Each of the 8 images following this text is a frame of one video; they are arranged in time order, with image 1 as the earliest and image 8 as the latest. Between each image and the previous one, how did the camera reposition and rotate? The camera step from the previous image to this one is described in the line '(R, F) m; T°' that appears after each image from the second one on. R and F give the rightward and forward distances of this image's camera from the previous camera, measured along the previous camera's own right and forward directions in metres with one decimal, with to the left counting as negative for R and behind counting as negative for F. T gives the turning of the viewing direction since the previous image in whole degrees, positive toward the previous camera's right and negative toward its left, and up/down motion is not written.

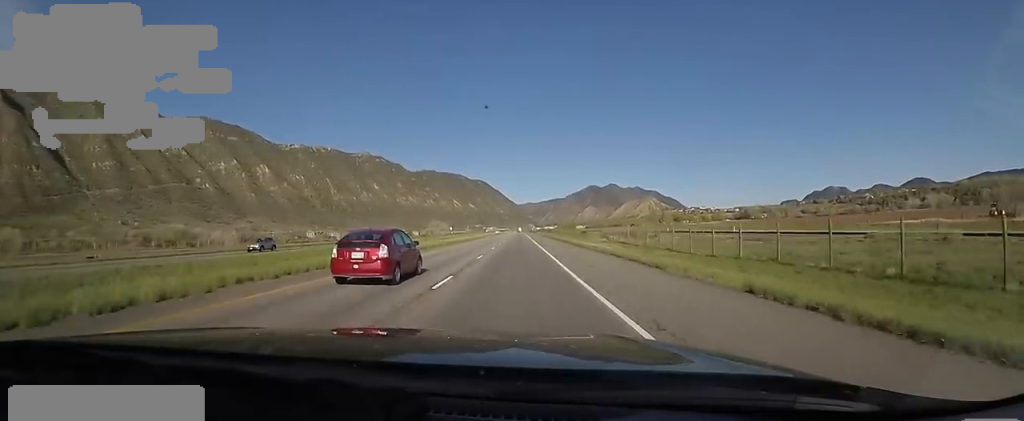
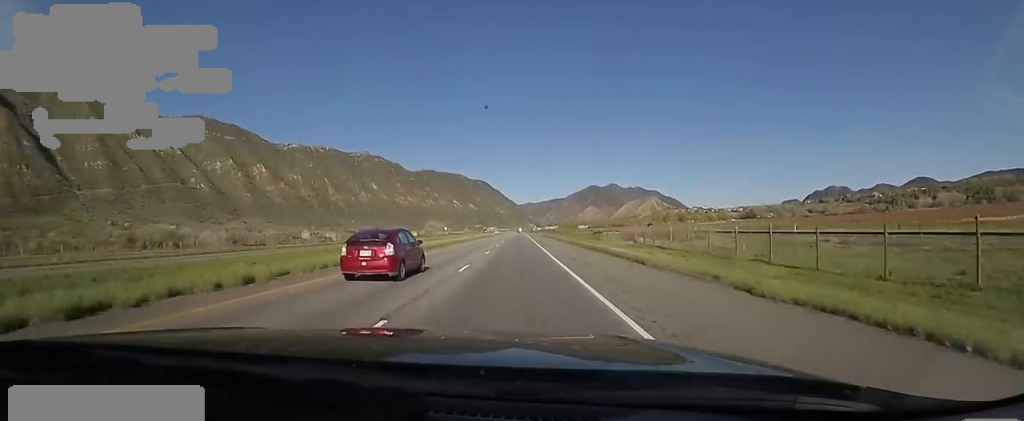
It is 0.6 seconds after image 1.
(+0.9, +18.7) m; 0°
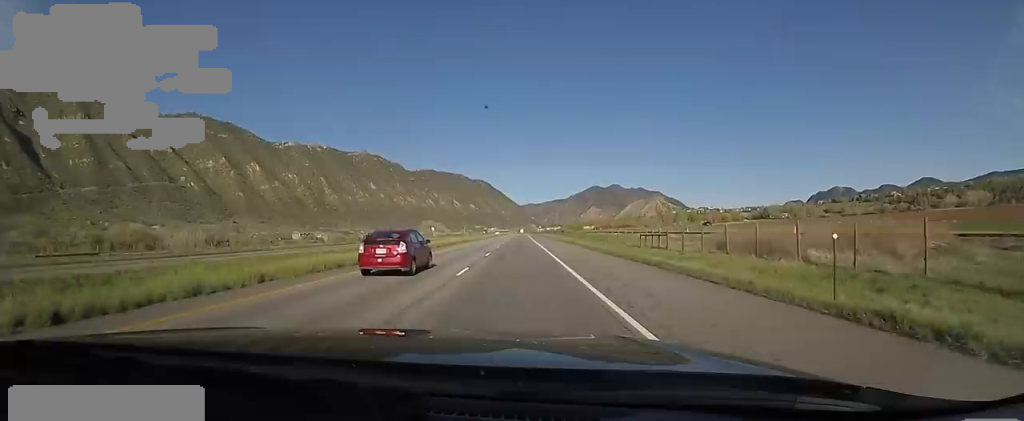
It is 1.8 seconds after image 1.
(-1.2, +37.7) m; -3°
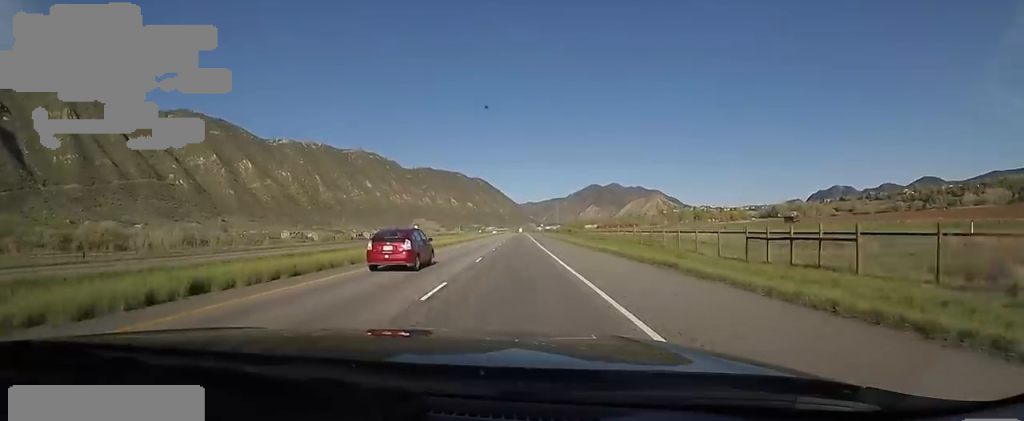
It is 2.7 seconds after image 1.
(0.0, +29.6) m; +3°
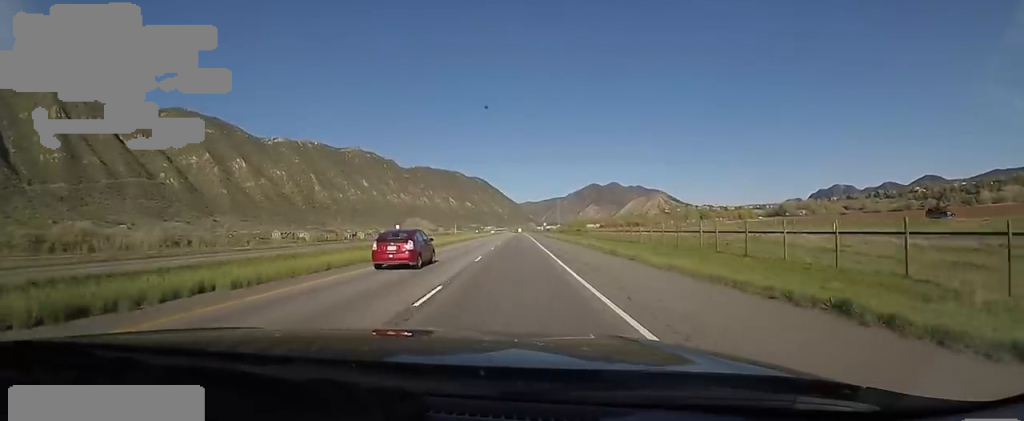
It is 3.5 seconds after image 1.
(+1.0, +24.2) m; 0°
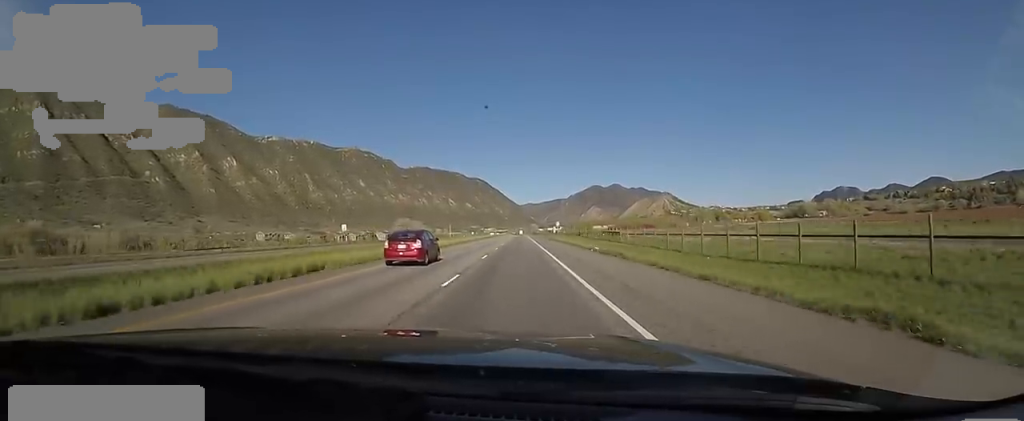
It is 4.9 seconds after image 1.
(-0.8, +44.8) m; 0°
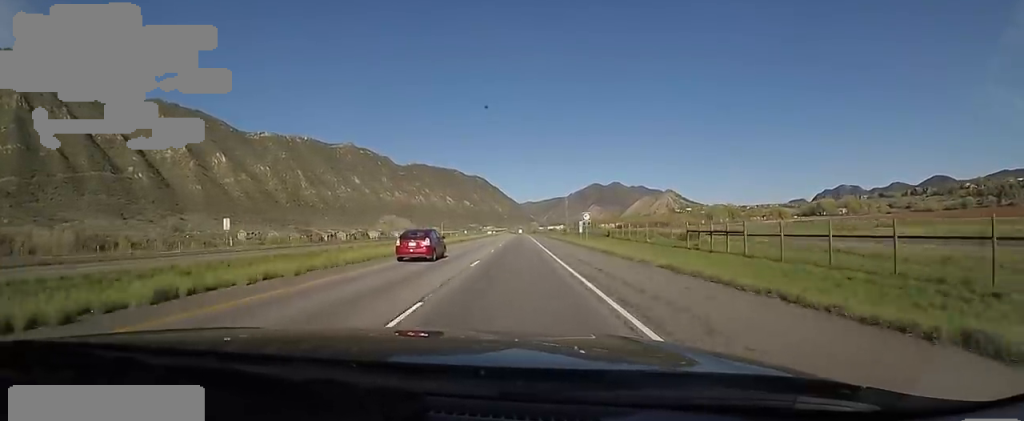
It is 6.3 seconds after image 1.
(+0.6, +41.3) m; -1°
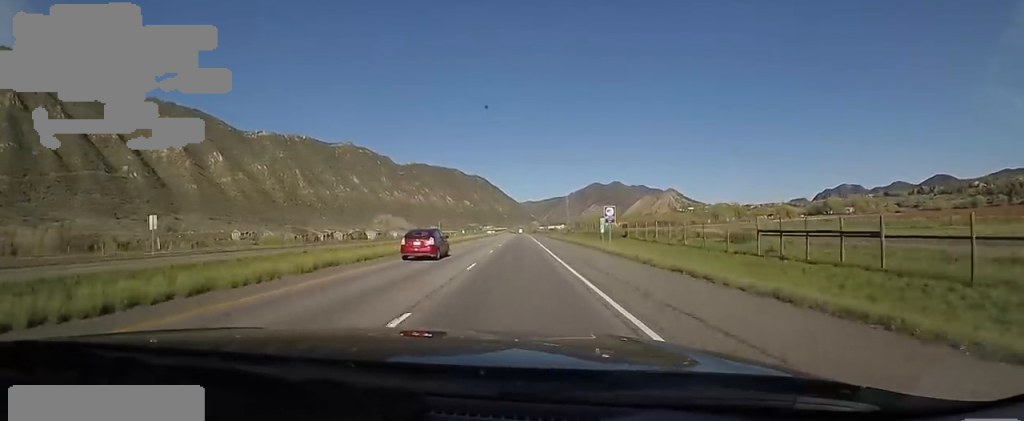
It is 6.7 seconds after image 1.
(-0.4, +13.4) m; -1°
